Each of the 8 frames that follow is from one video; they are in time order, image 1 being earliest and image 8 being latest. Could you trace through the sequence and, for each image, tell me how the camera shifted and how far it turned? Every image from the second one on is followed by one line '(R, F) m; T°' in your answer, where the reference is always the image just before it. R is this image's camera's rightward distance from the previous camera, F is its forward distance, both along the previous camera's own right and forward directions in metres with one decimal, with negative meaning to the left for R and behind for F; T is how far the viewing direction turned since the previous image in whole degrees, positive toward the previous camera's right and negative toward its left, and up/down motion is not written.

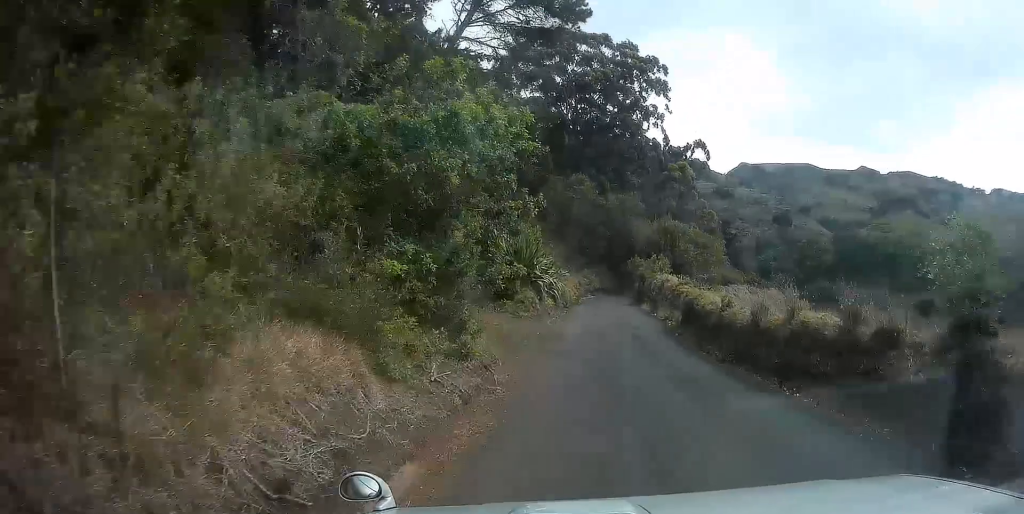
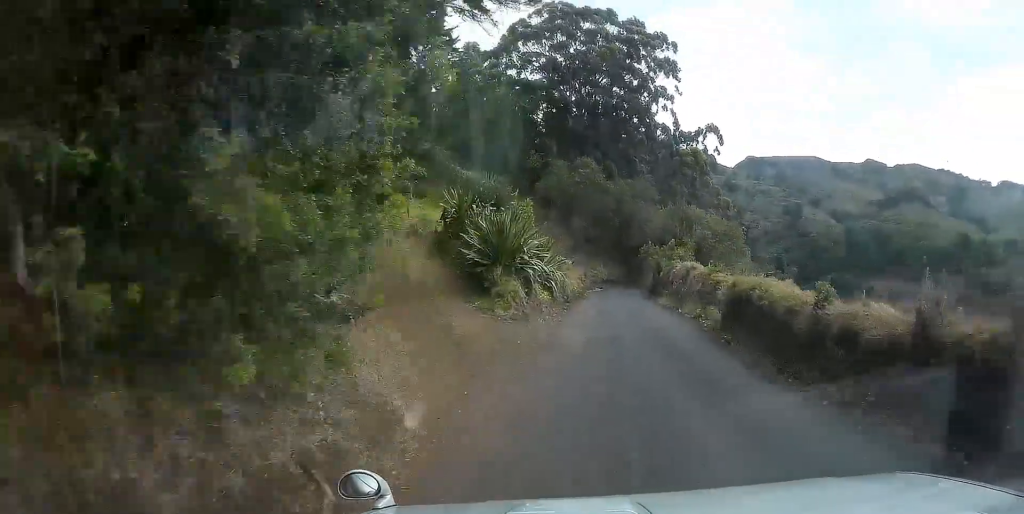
(+0.1, +7.1) m; -1°
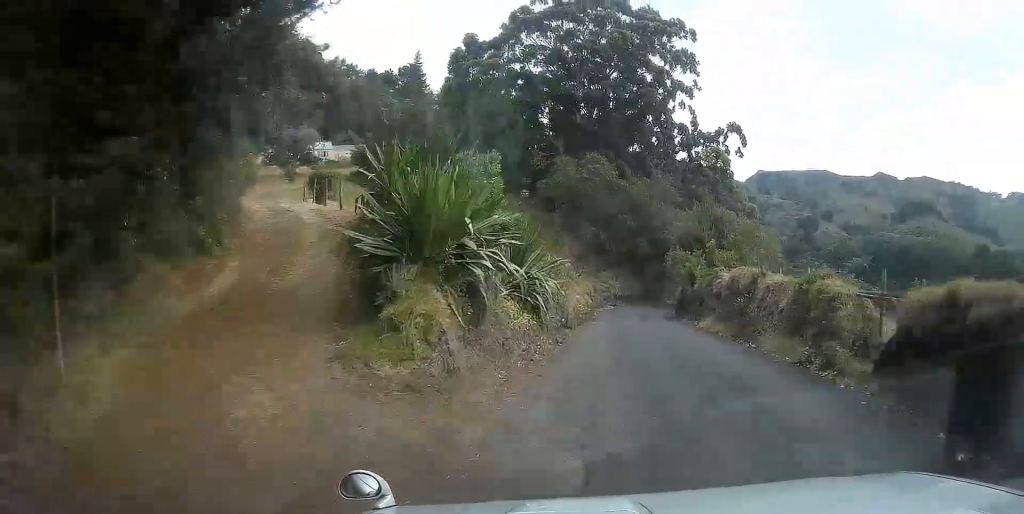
(-0.3, +10.1) m; -2°
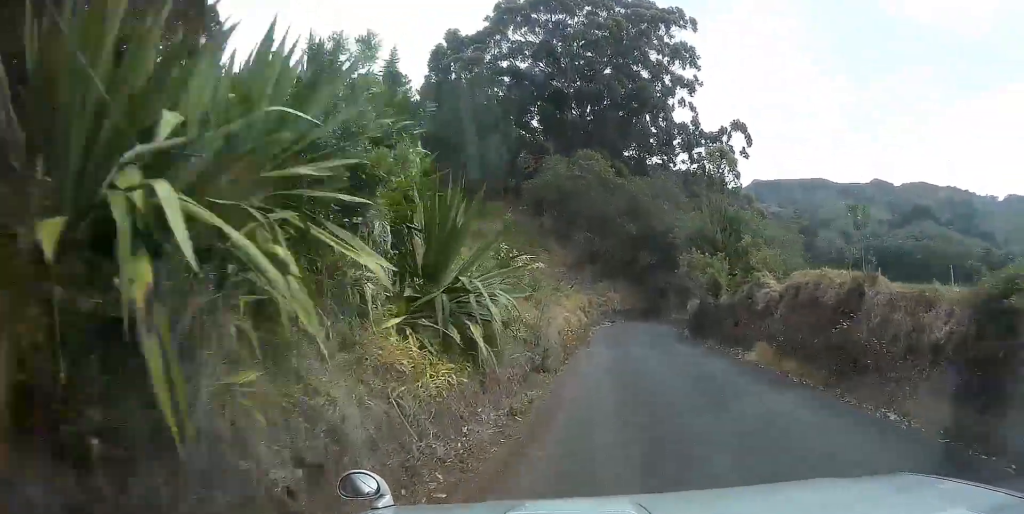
(-0.1, +7.9) m; -1°
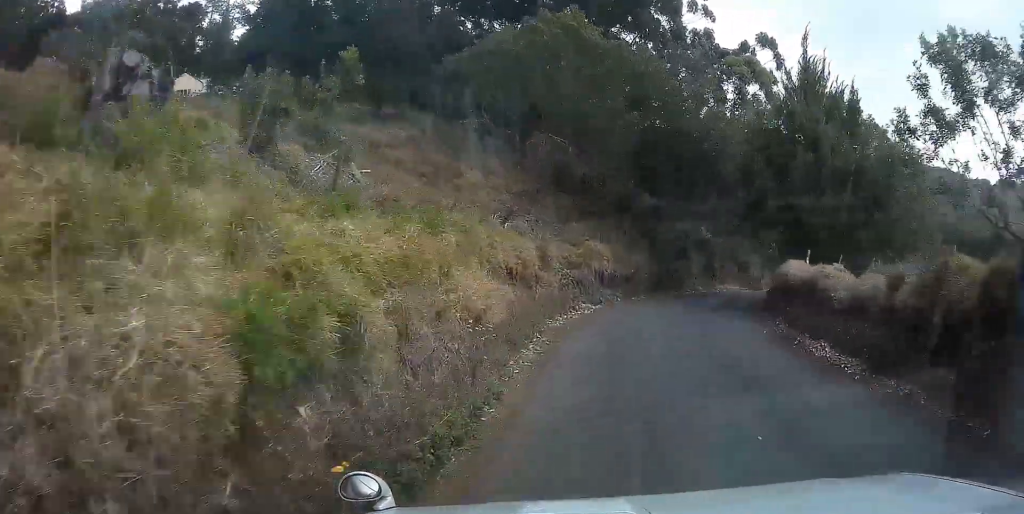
(-0.6, +23.6) m; -1°
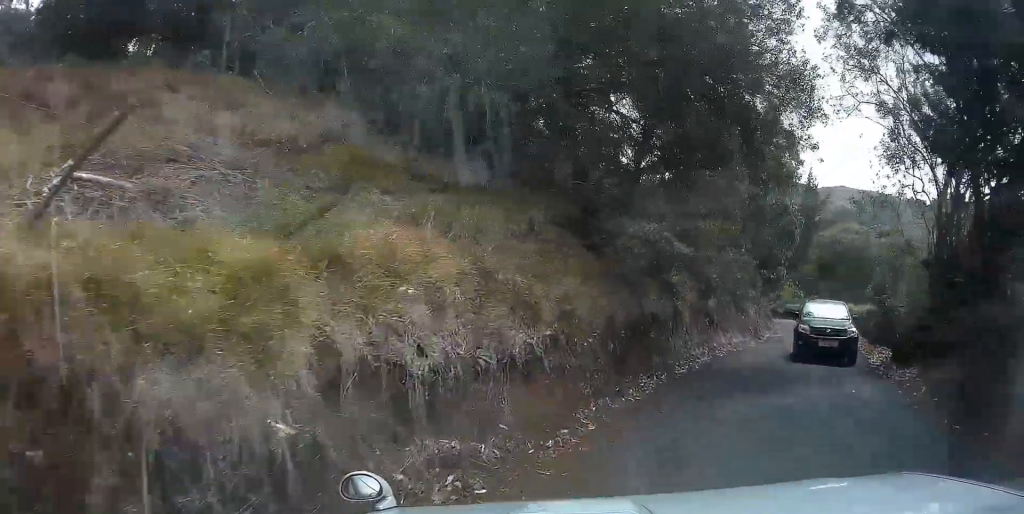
(+1.5, +16.9) m; +11°
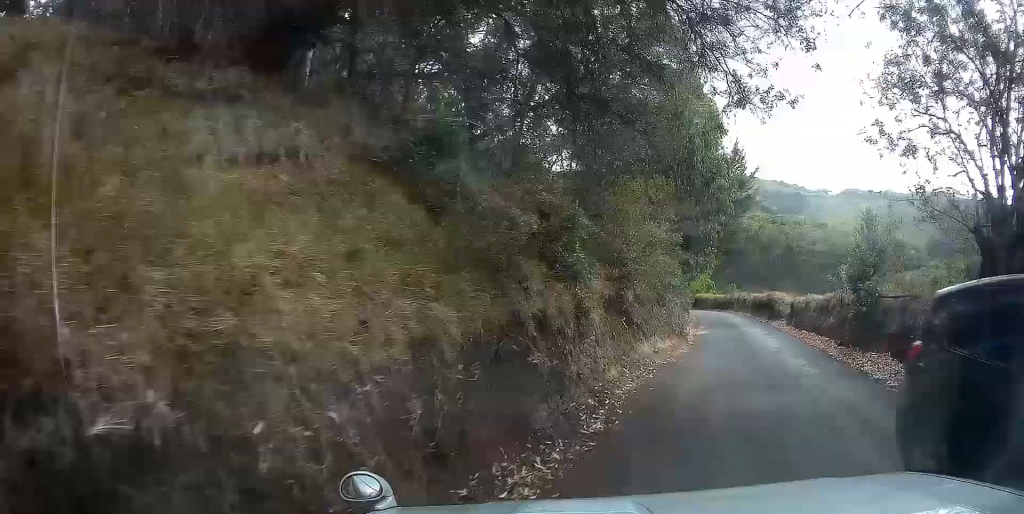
(+0.1, +6.5) m; +5°
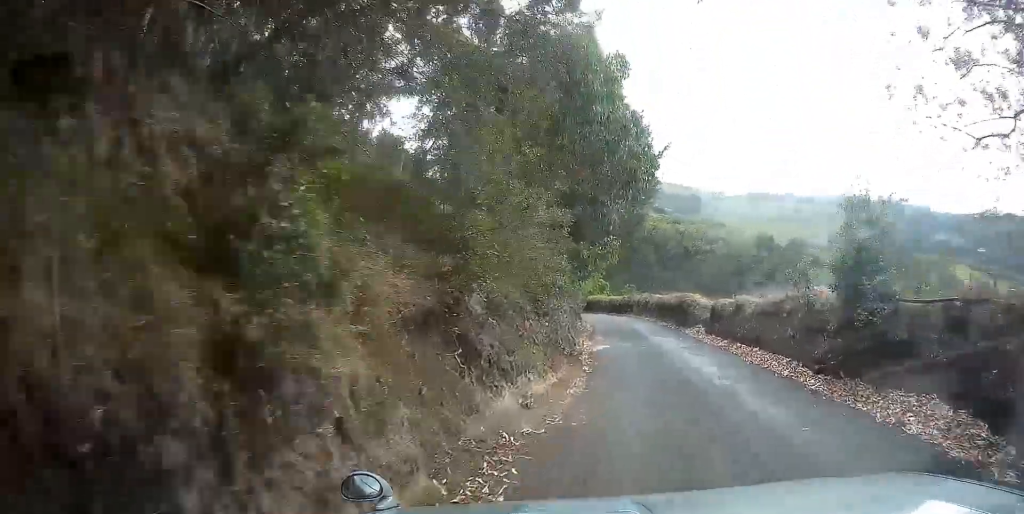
(+0.3, +6.6) m; +7°
